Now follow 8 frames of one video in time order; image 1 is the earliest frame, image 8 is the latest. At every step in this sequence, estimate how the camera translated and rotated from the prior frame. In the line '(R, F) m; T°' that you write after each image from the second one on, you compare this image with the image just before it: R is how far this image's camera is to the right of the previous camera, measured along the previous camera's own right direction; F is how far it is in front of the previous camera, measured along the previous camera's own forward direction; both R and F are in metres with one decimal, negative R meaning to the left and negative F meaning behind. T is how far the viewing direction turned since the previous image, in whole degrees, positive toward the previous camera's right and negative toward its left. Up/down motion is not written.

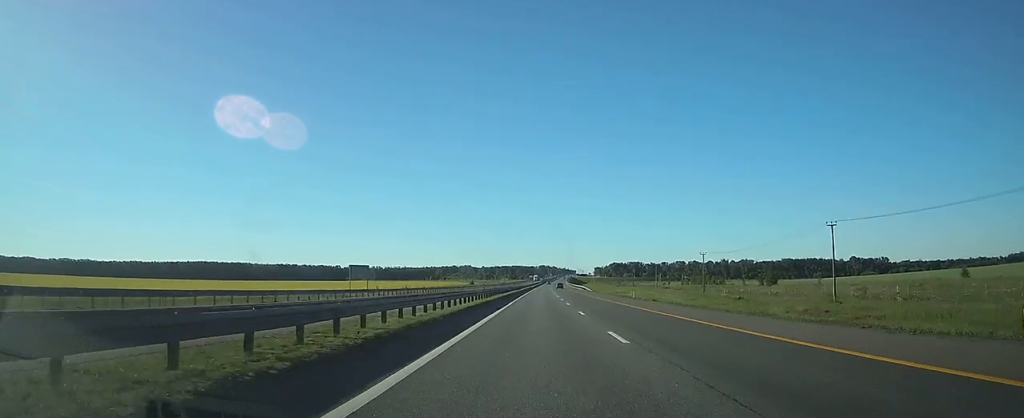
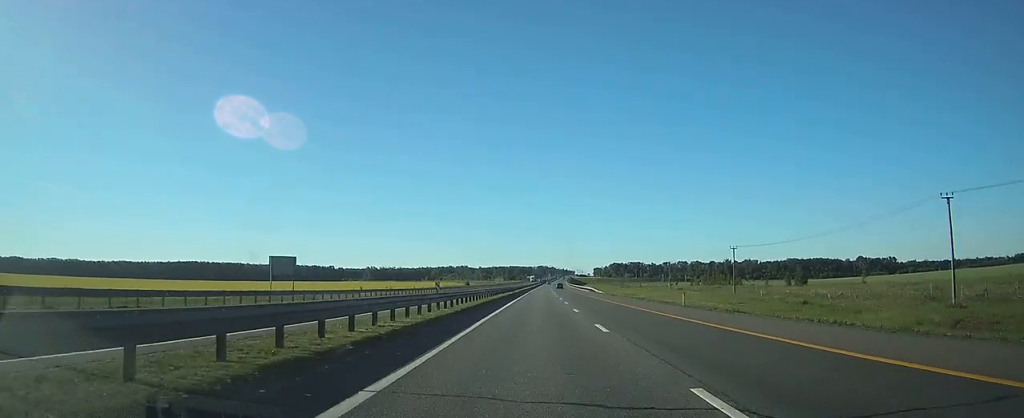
(+0.1, +20.7) m; 0°
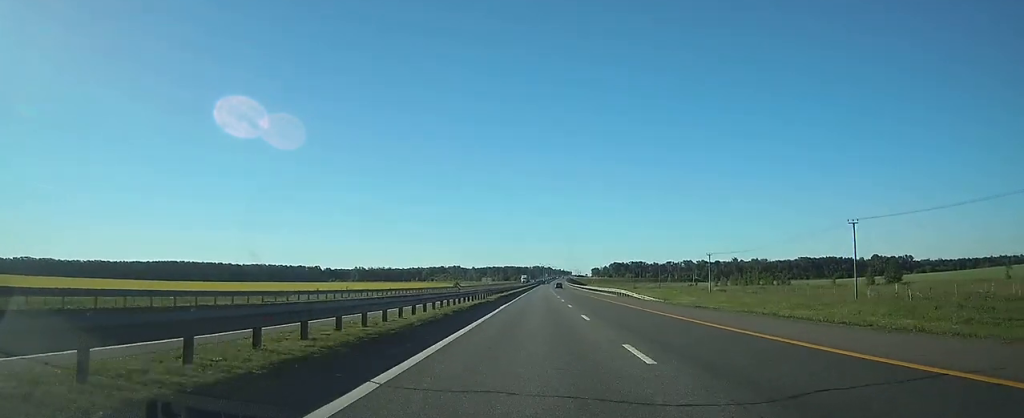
(+0.1, +42.5) m; 0°
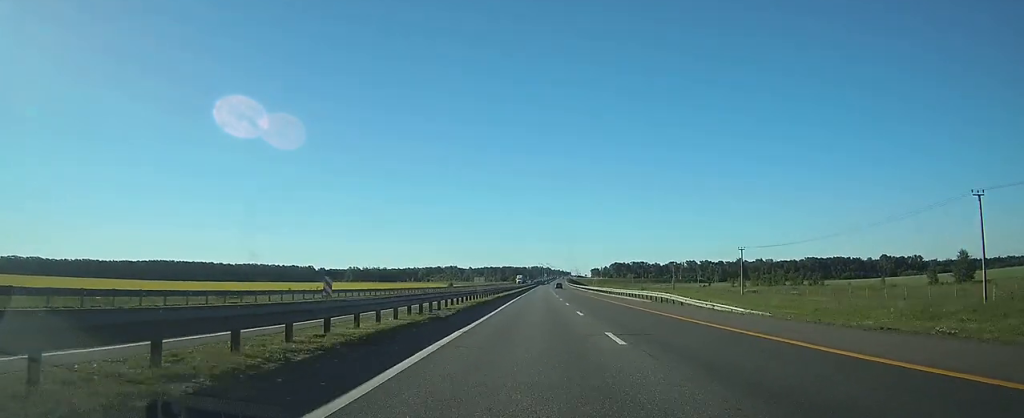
(+0.1, +20.7) m; 0°
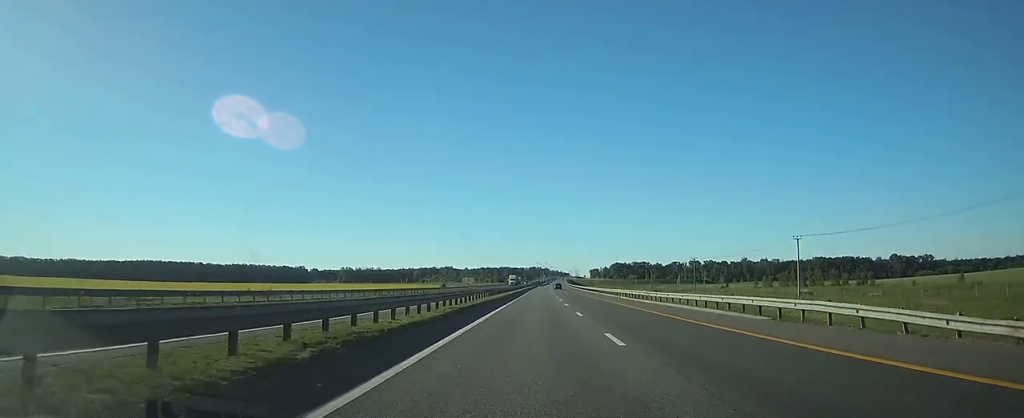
(0.0, +24.0) m; 0°
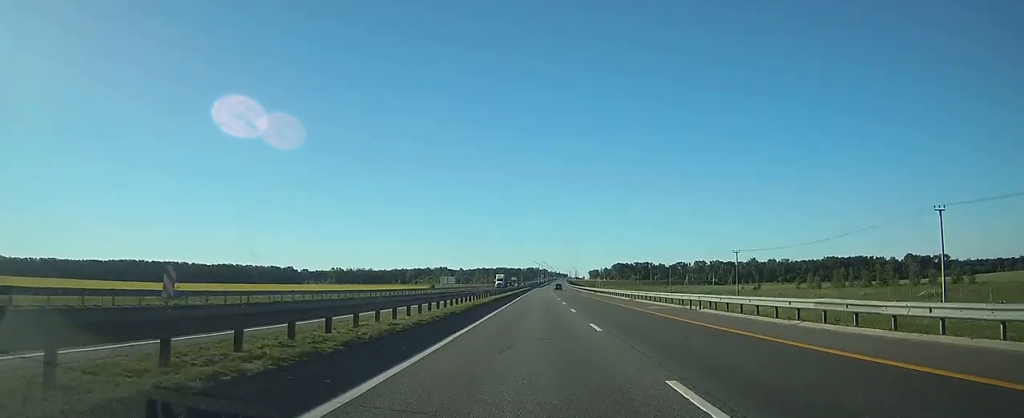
(0.0, +31.6) m; 0°
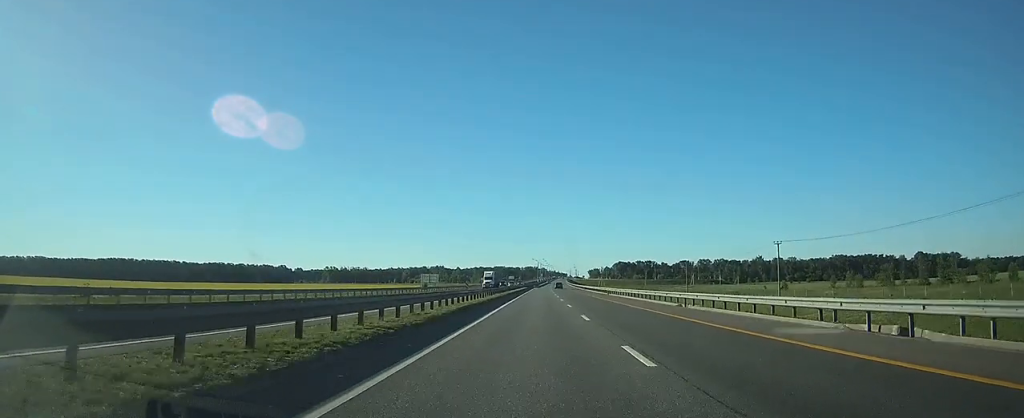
(+0.1, +19.6) m; 0°
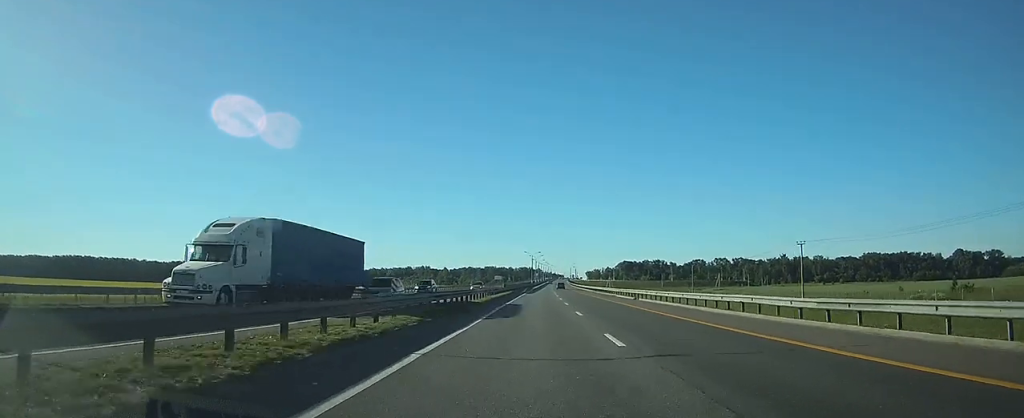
(0.0, +68.5) m; 0°
